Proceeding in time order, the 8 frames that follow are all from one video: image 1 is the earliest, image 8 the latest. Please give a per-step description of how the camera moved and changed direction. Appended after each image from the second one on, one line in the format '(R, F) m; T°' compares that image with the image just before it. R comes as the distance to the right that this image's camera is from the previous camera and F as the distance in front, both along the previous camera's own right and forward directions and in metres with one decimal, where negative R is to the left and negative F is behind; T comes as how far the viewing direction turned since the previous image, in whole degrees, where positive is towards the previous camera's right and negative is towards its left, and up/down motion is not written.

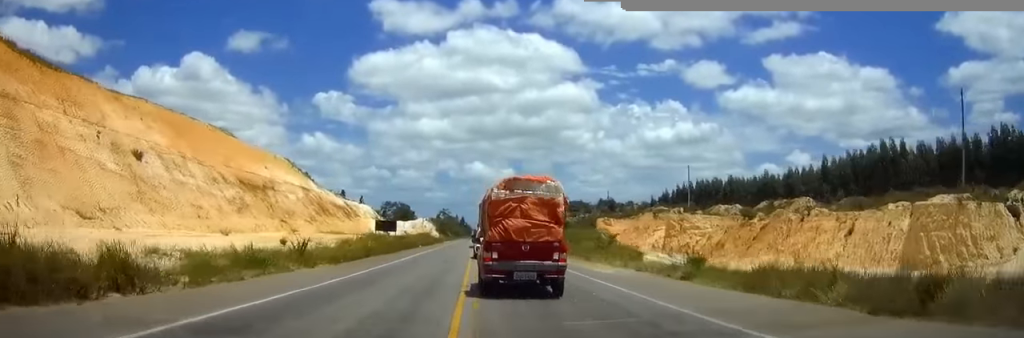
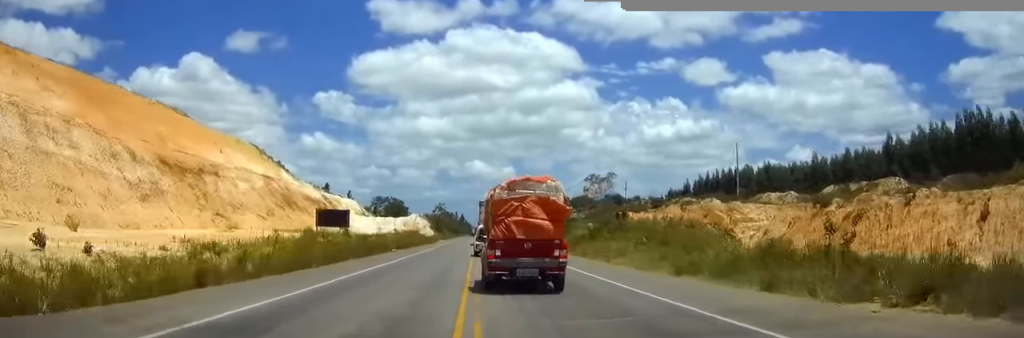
(+0.1, +23.7) m; 0°
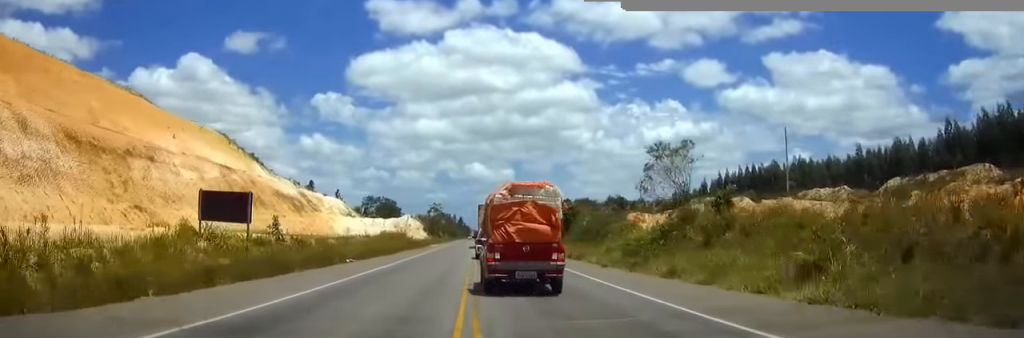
(0.0, +17.3) m; 0°
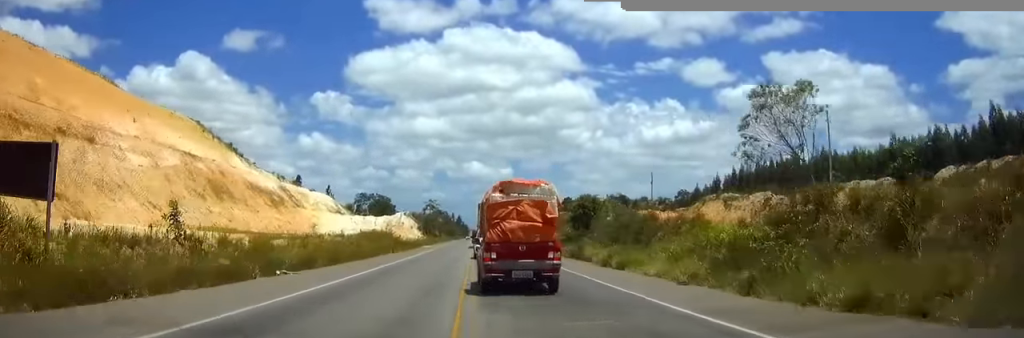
(0.0, +11.5) m; 0°
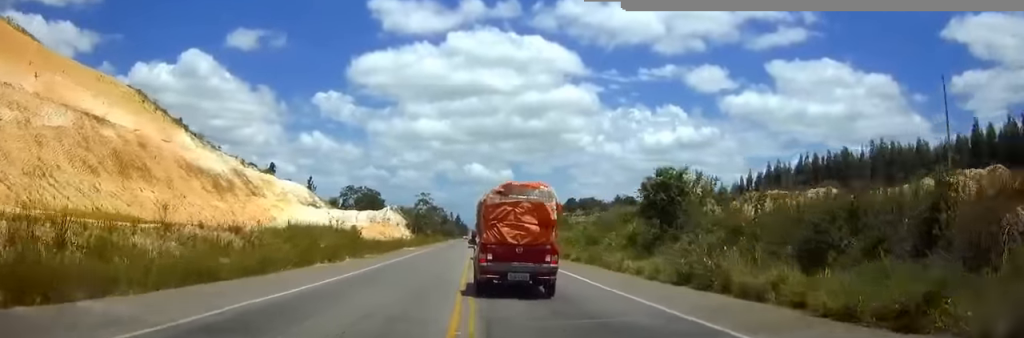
(0.0, +21.9) m; 0°
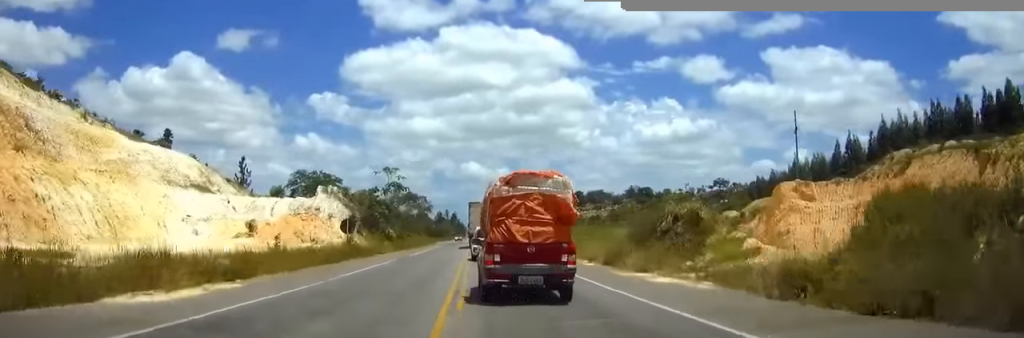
(+0.2, +49.4) m; 0°
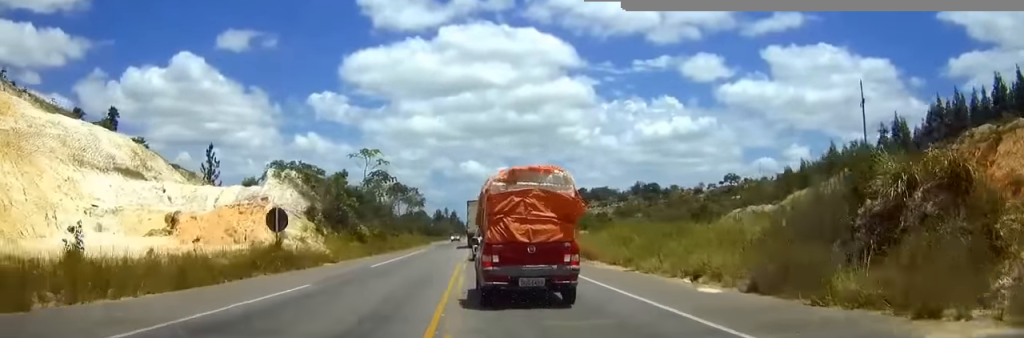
(0.0, +16.0) m; 0°
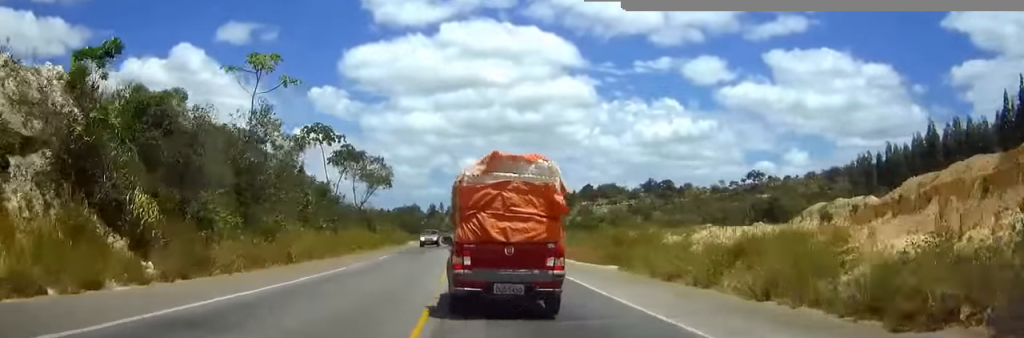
(+0.1, +32.6) m; 0°
